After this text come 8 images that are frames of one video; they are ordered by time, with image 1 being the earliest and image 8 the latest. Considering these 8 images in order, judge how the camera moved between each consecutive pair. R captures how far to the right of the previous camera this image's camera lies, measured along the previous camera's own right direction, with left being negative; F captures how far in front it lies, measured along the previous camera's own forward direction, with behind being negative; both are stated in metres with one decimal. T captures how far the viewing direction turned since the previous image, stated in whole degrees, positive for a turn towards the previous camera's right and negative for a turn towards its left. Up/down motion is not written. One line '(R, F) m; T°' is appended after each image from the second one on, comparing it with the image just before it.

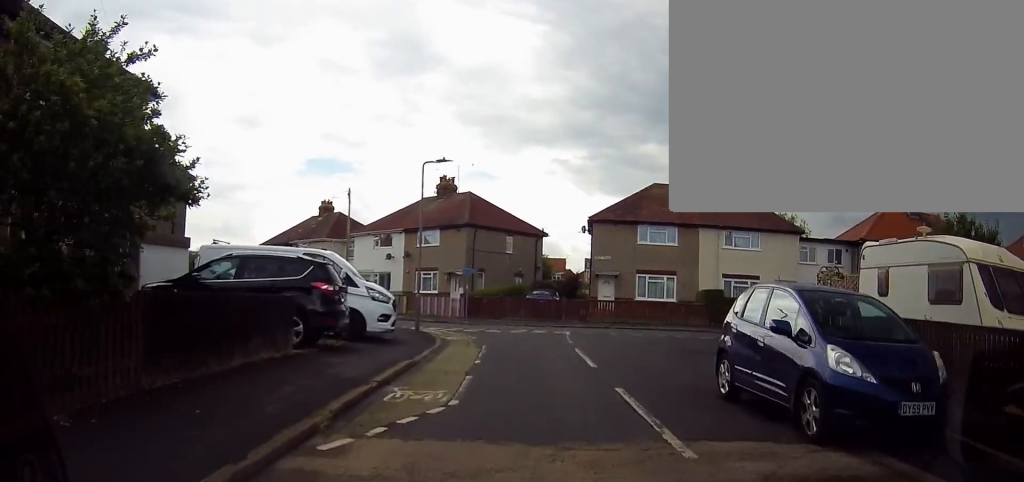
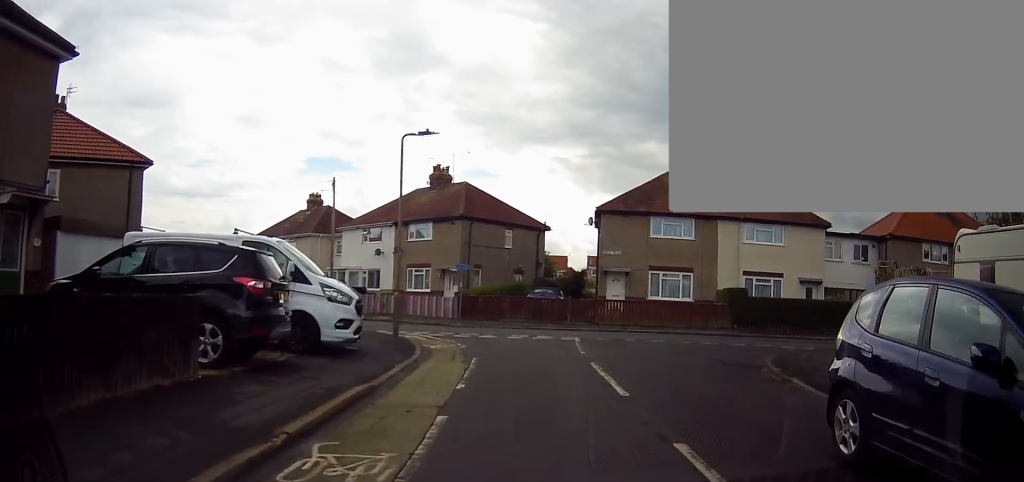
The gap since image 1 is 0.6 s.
(-0.2, +3.5) m; 0°
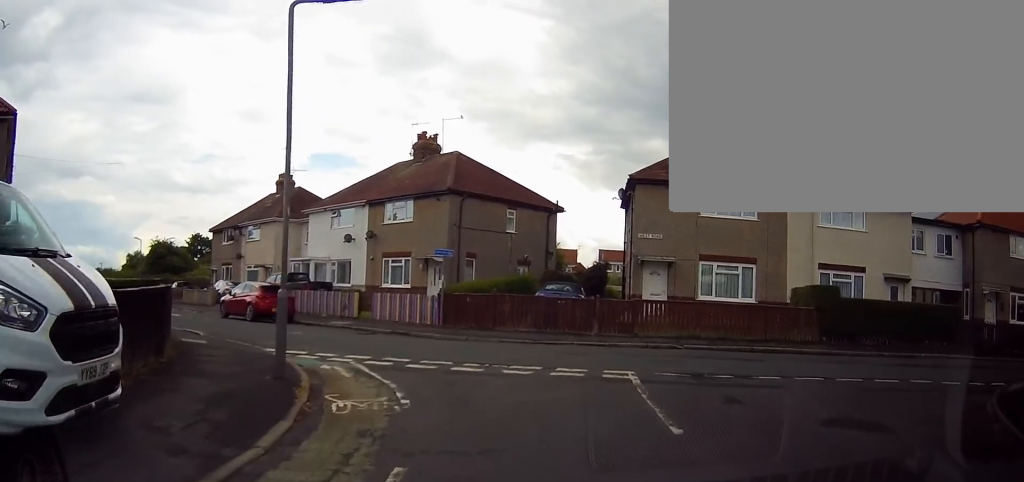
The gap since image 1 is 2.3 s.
(+0.2, +8.5) m; +1°
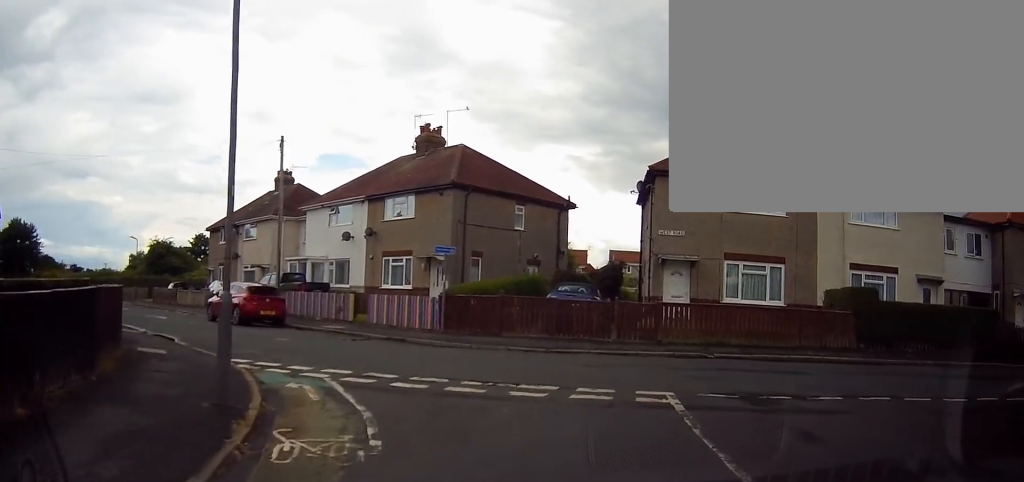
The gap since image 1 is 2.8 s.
(+0.1, +2.3) m; -2°
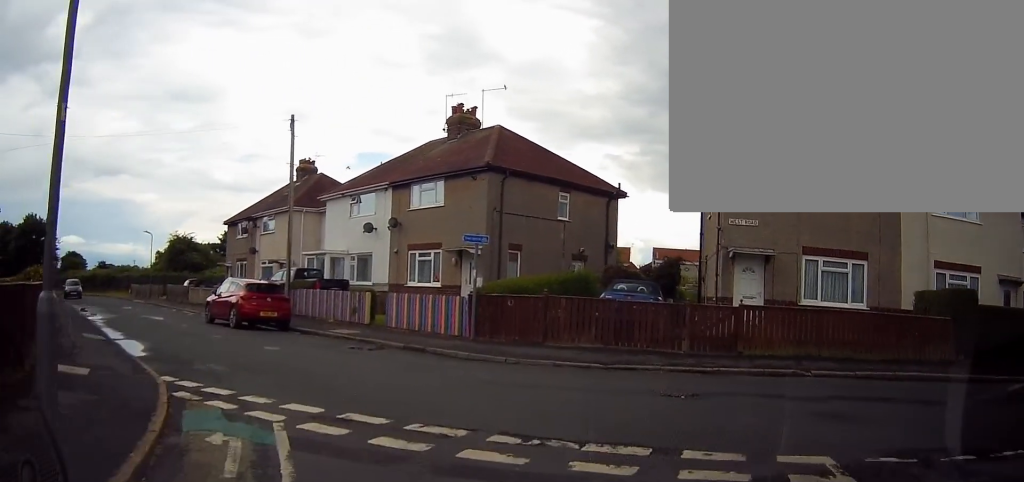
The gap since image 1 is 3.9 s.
(-0.3, +3.7) m; -7°
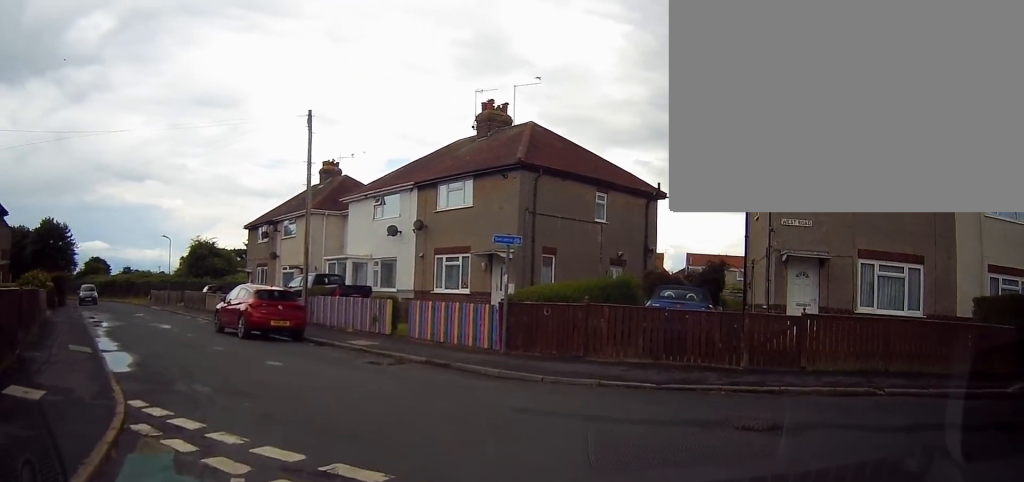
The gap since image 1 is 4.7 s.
(-0.1, +1.8) m; -2°
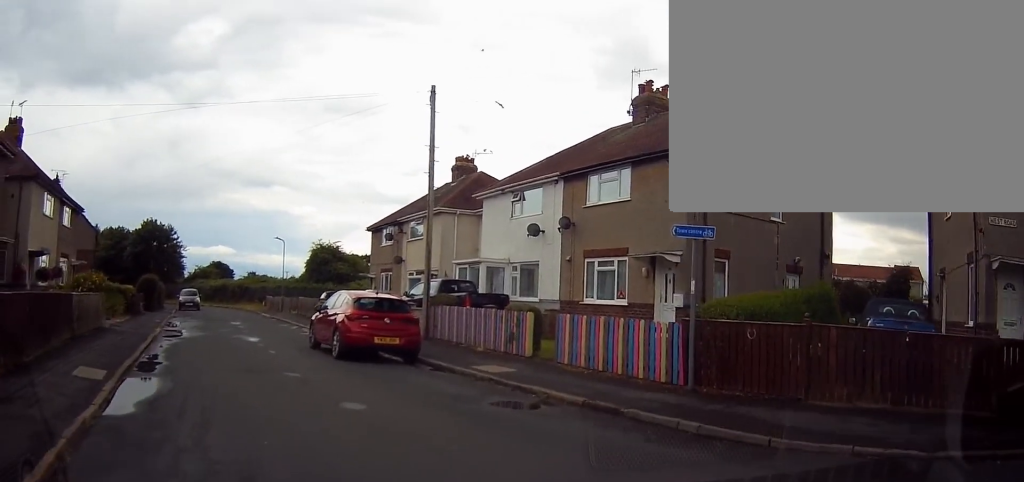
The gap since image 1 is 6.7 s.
(-0.5, +3.8) m; -17°
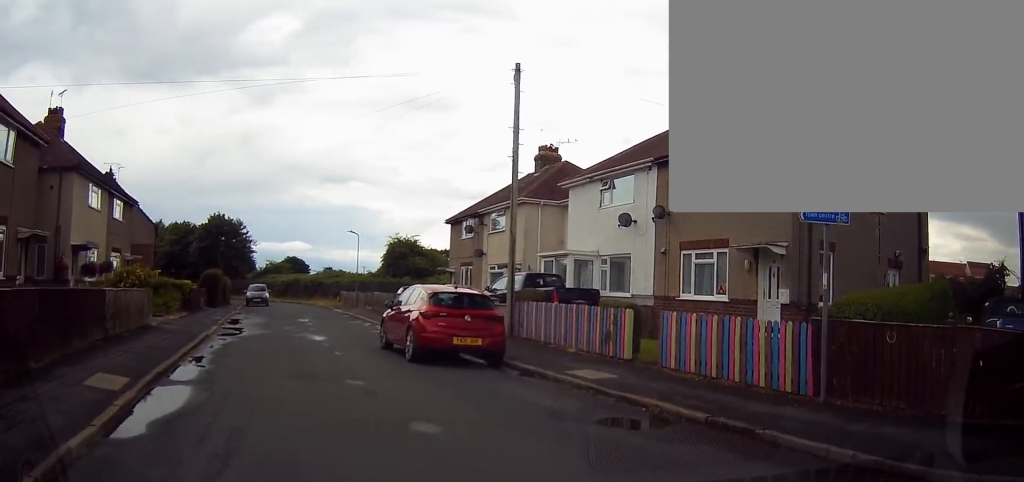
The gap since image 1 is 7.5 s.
(0.0, +1.5) m; -5°
